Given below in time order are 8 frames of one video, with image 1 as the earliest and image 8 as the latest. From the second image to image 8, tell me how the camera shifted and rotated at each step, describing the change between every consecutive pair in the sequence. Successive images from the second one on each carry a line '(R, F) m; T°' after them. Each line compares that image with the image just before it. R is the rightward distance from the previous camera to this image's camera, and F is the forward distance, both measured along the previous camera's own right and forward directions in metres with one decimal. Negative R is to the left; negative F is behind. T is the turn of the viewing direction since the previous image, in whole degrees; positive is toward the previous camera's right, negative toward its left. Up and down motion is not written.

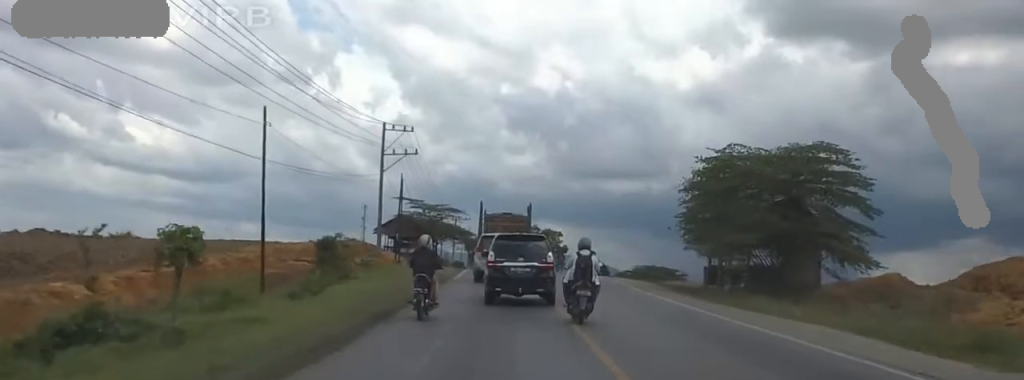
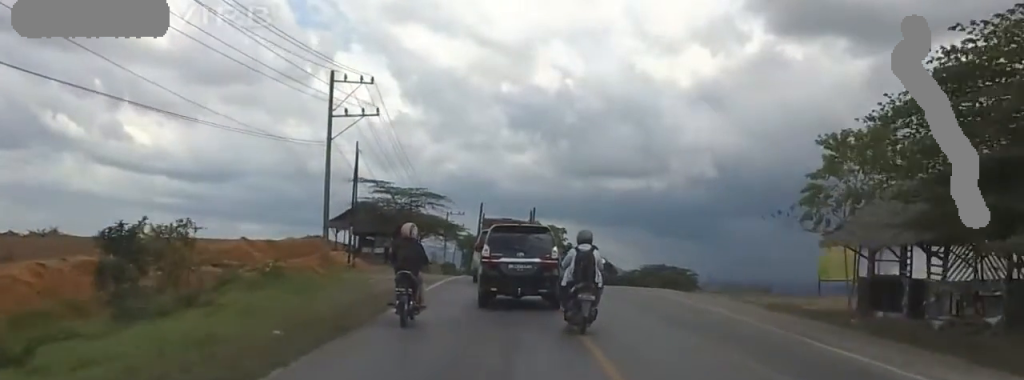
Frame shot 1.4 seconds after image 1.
(+0.5, +18.7) m; -2°
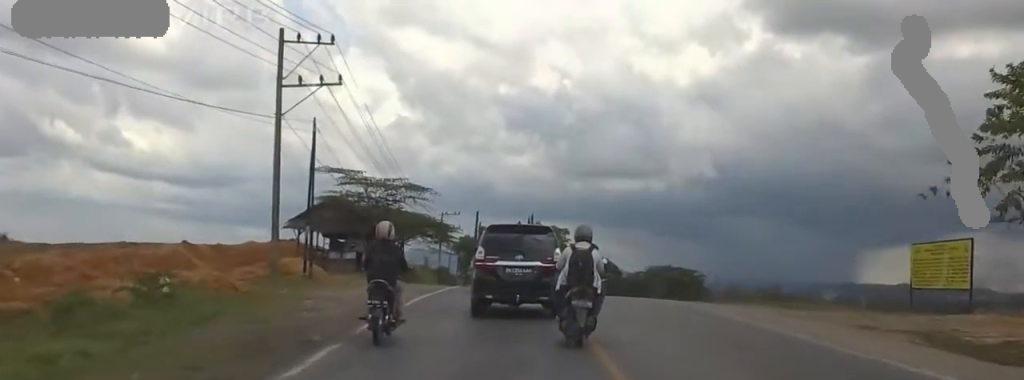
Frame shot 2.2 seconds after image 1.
(-1.1, +9.5) m; 0°
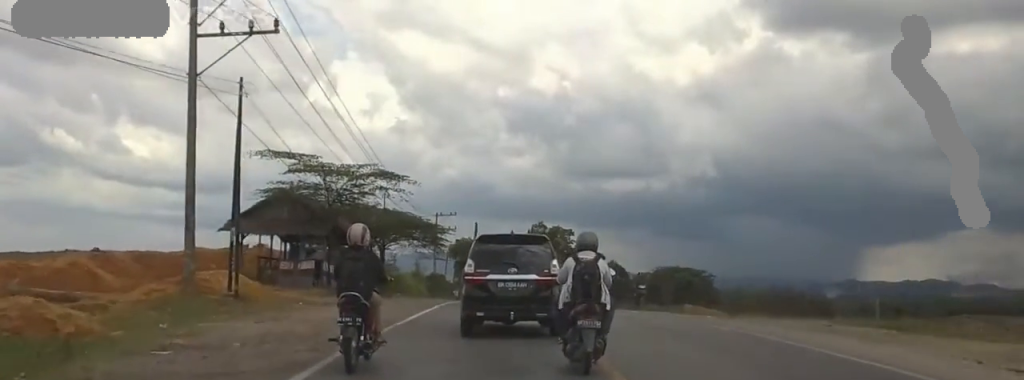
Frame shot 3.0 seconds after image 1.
(+0.3, +10.1) m; +1°
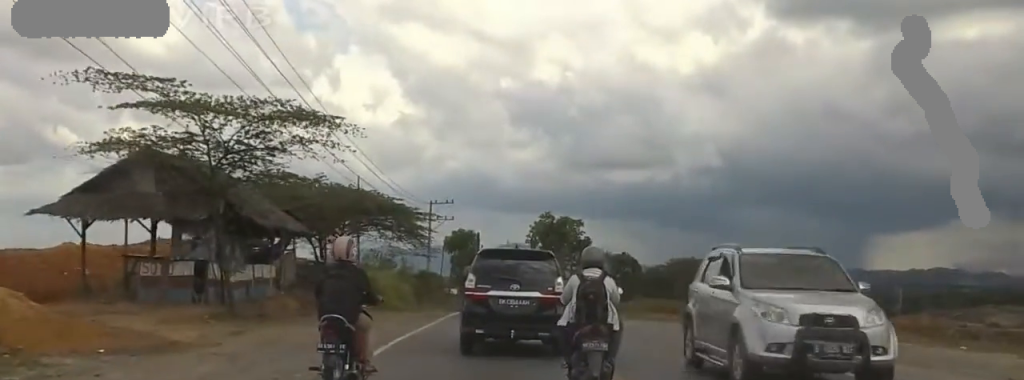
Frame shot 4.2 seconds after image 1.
(+0.1, +15.4) m; +1°
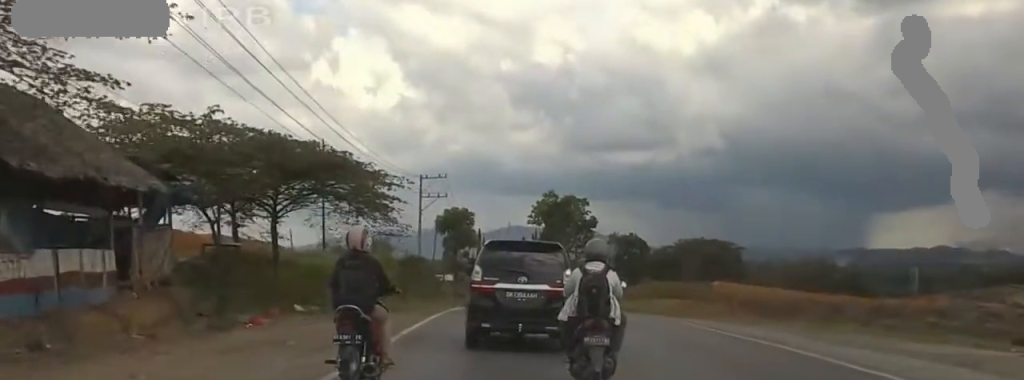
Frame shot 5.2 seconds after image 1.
(+0.5, +12.2) m; -1°
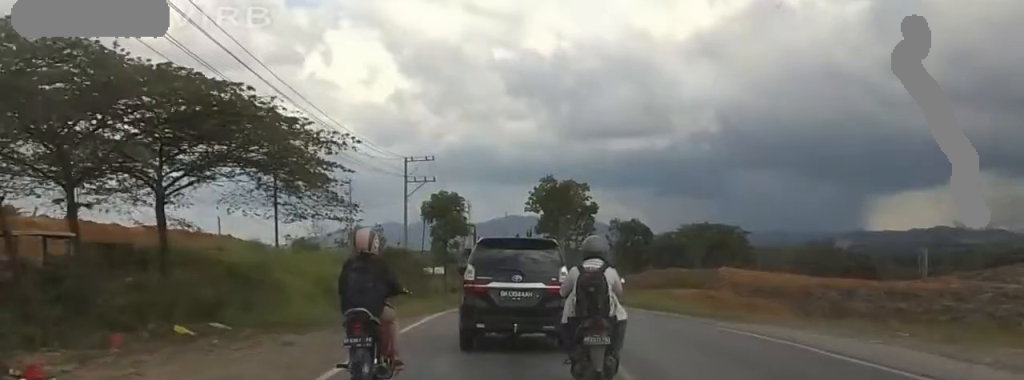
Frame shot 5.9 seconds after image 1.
(-0.2, +9.6) m; -1°
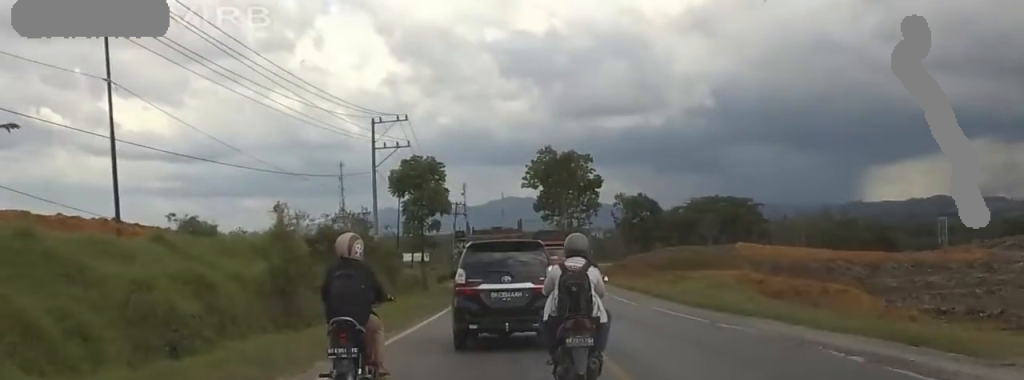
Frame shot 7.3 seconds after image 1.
(+0.2, +17.9) m; +1°
